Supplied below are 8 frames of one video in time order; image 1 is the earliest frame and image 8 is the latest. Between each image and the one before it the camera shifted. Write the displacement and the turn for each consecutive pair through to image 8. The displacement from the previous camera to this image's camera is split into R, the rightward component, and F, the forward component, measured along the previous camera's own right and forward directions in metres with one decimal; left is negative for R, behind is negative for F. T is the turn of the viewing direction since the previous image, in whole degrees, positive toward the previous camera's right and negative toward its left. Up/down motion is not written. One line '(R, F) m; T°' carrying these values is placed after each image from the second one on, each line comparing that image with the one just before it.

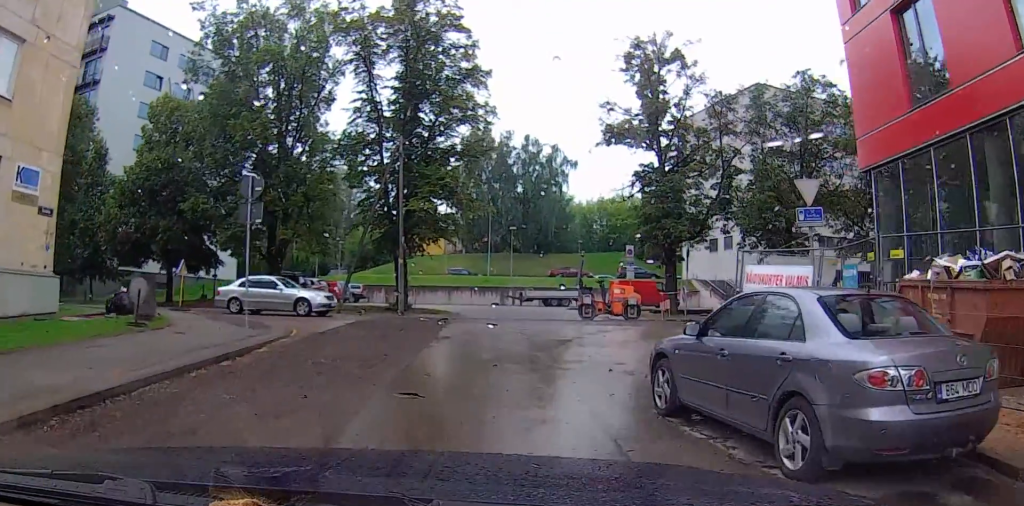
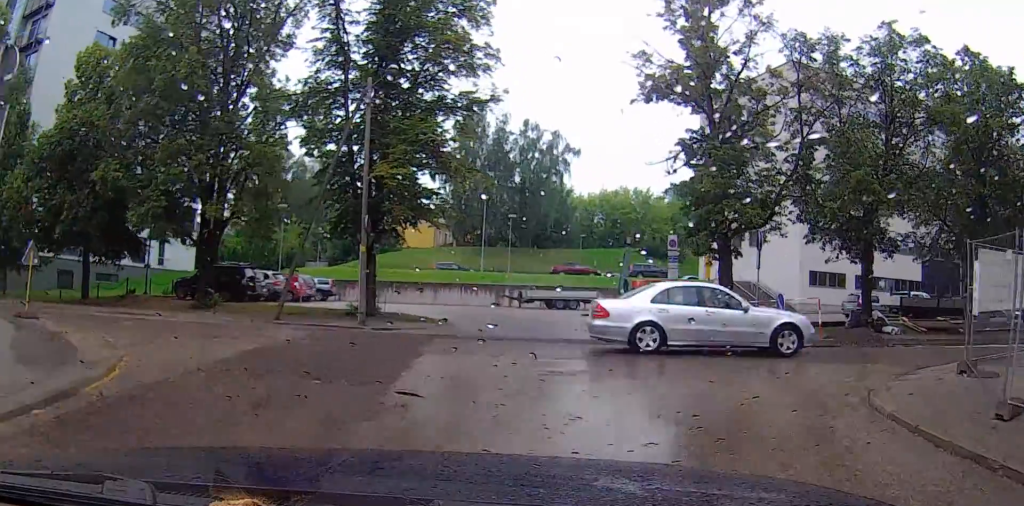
(0.0, +8.4) m; +6°
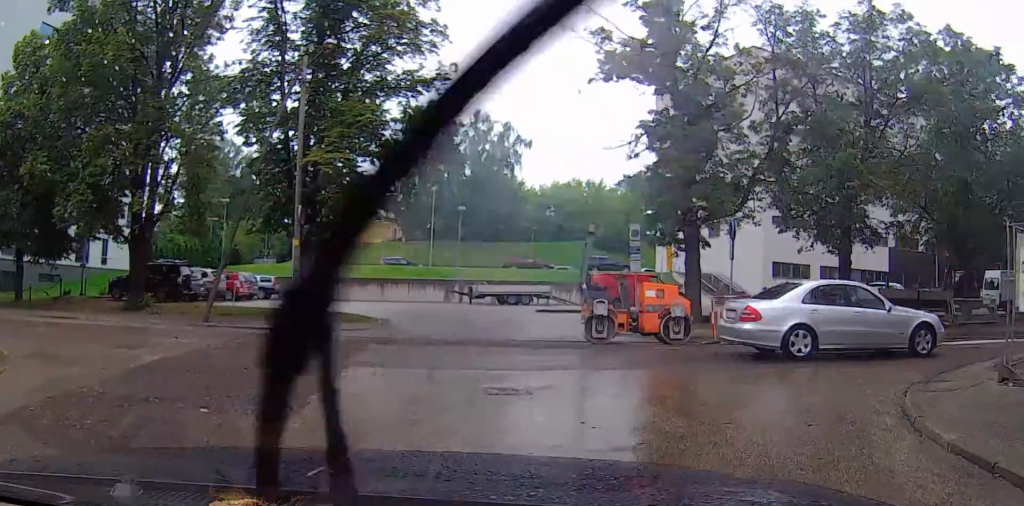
(+0.1, +1.9) m; +5°
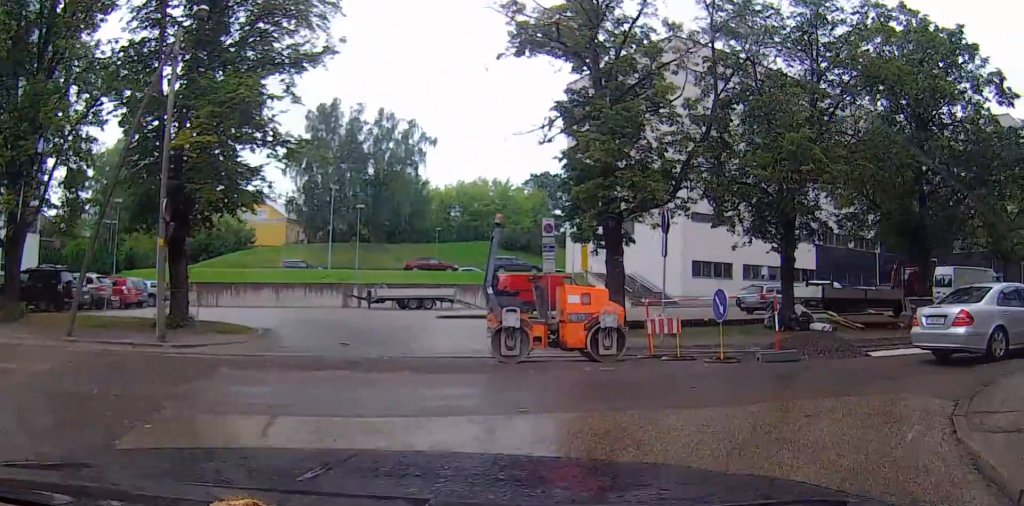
(+0.2, +2.4) m; +11°
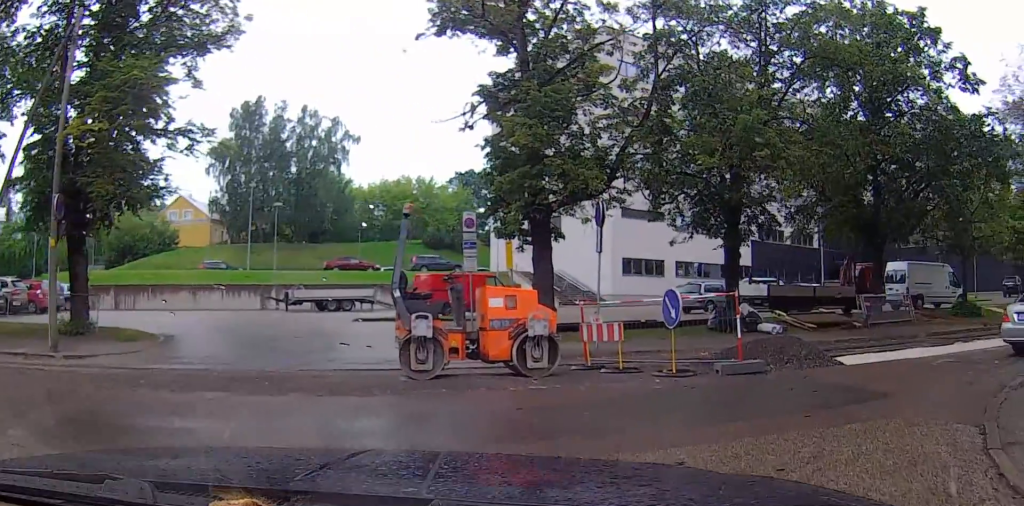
(0.0, +1.5) m; +9°
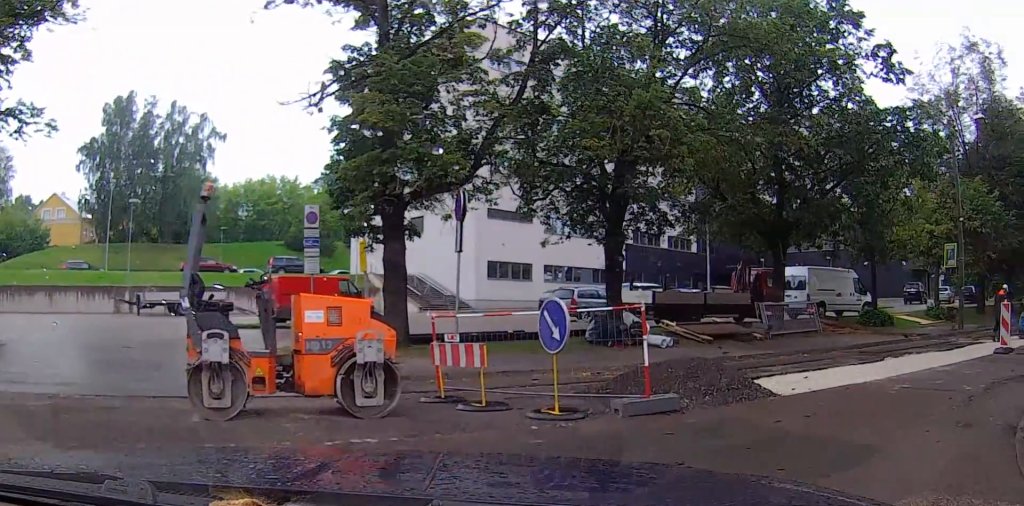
(+0.5, +2.5) m; +14°
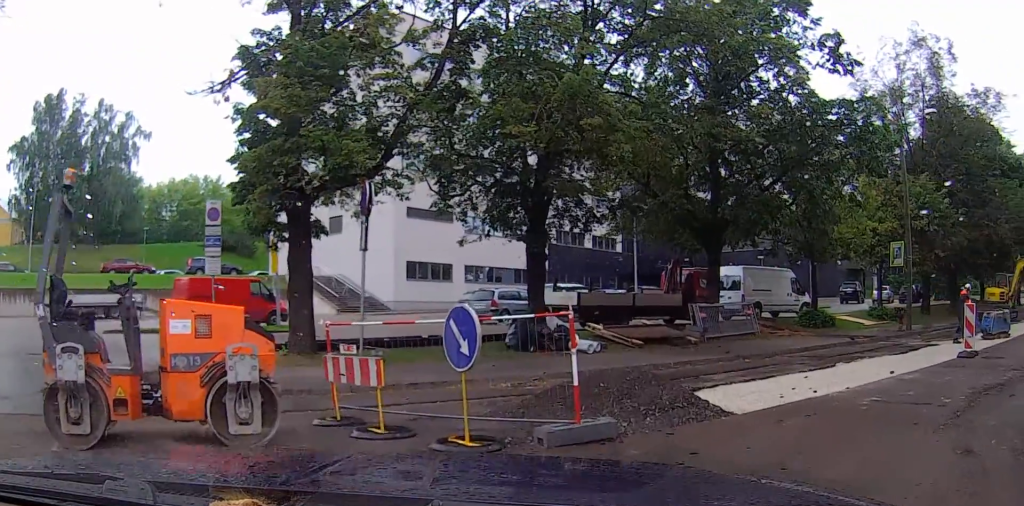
(-0.1, +1.4) m; +8°
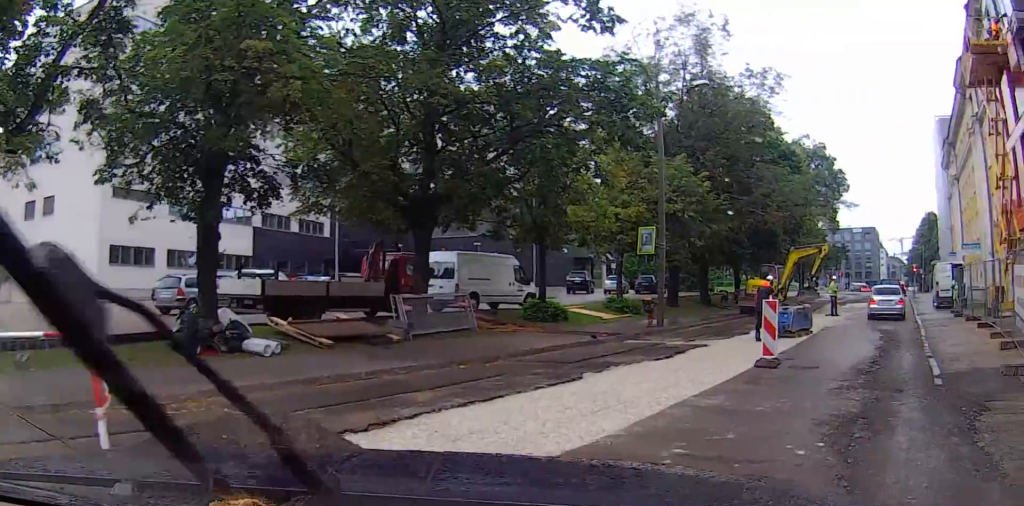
(+1.5, +2.9) m; +35°
